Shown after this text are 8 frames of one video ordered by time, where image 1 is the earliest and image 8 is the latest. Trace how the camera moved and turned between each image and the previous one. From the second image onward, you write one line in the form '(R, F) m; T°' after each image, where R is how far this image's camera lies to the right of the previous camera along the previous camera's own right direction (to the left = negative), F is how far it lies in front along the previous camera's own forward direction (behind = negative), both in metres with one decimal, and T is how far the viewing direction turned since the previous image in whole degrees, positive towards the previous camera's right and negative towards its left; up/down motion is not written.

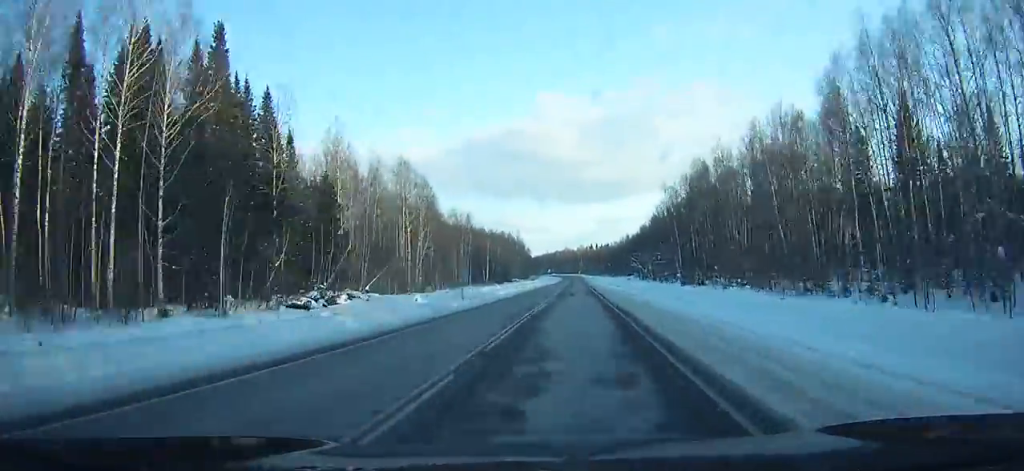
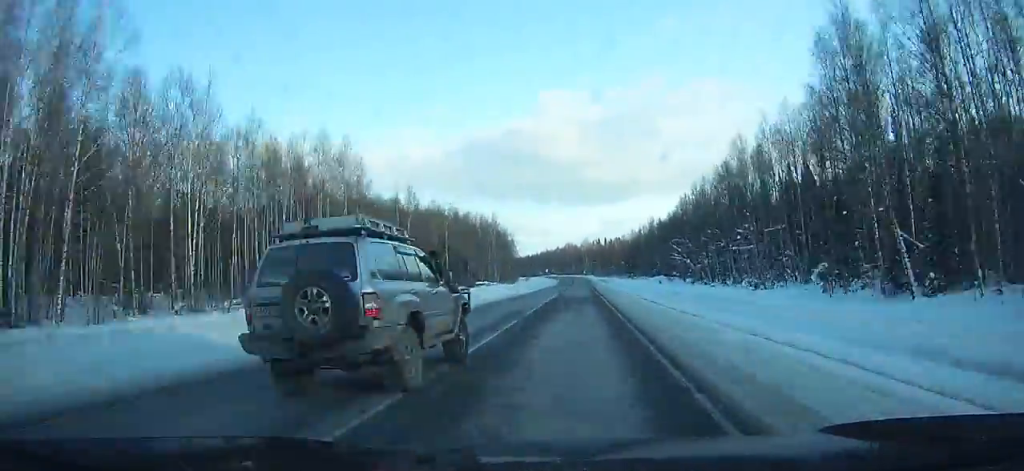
(-0.3, +82.5) m; 0°
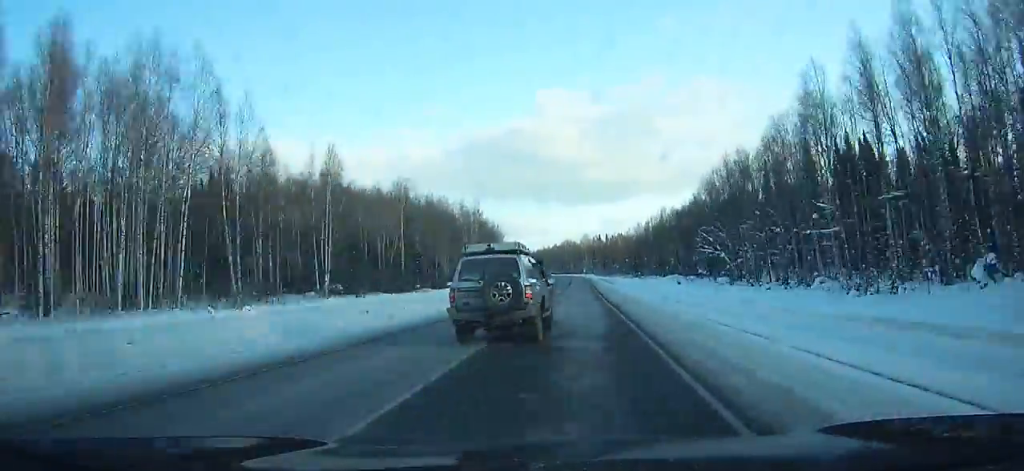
(+0.1, +30.1) m; 0°
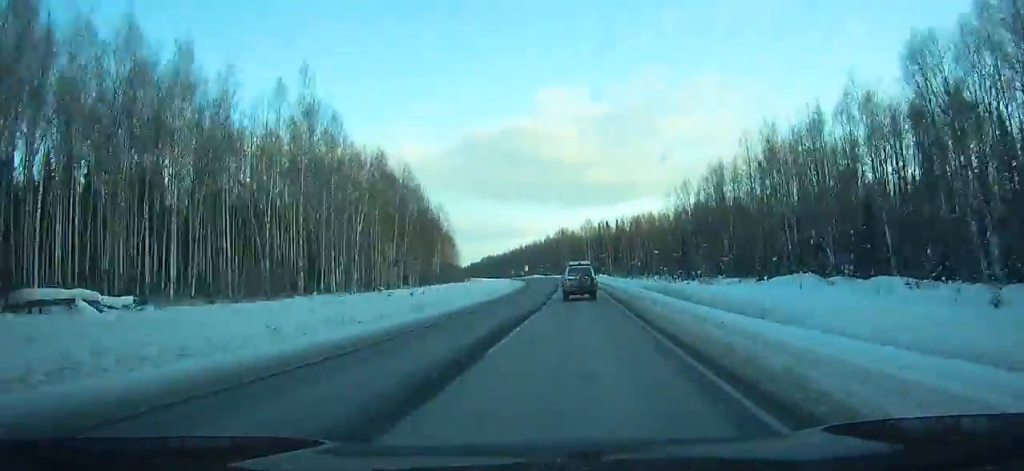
(+0.8, +97.1) m; 0°
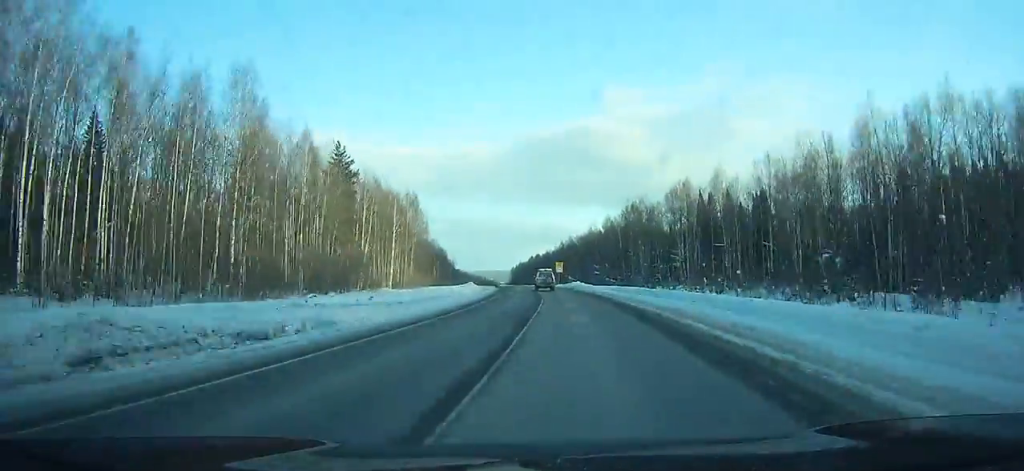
(-2.6, +109.7) m; -6°
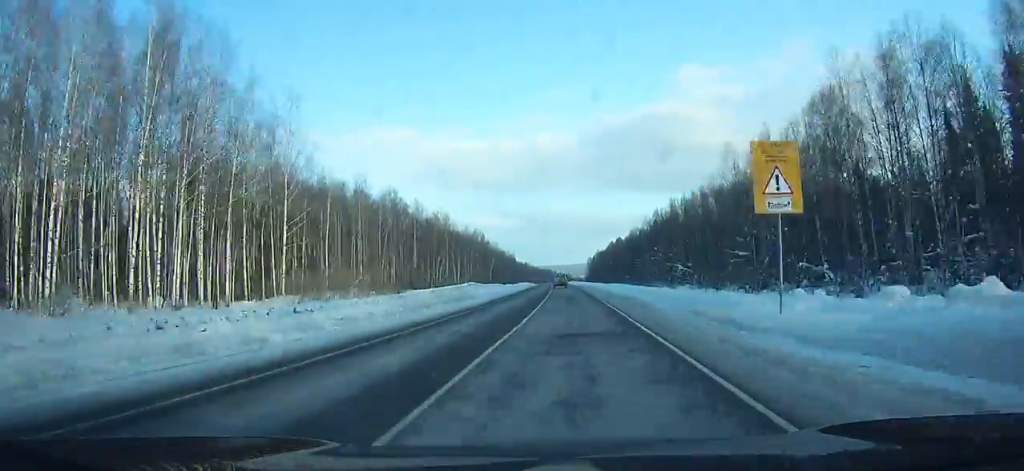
(-7.2, +95.2) m; -7°
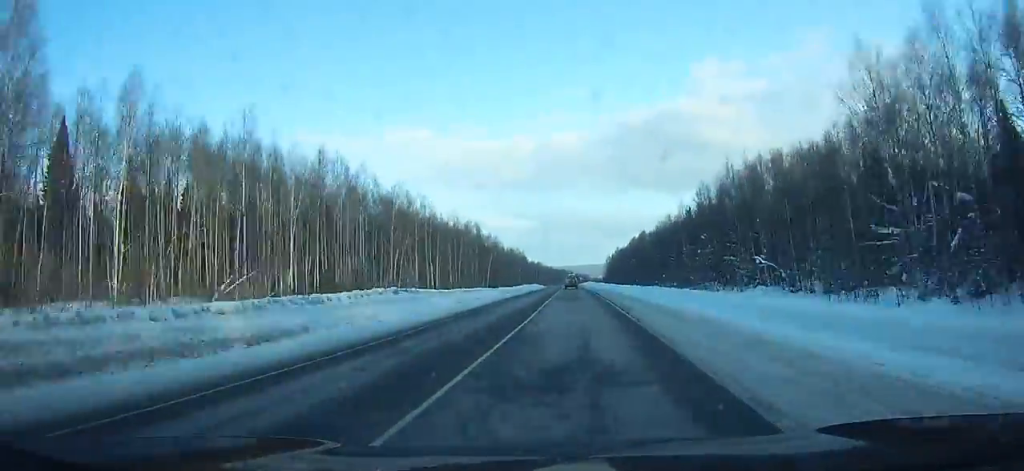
(-1.5, +40.2) m; -2°
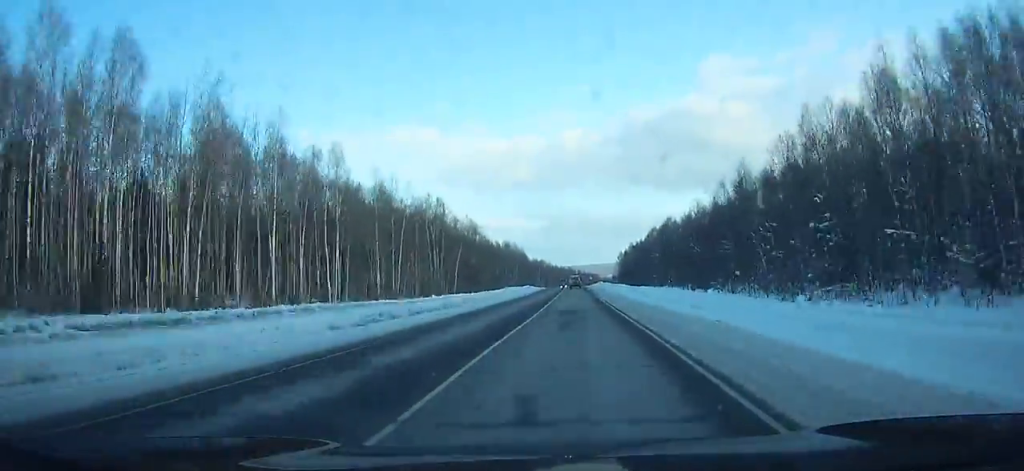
(-1.0, +51.0) m; -2°
